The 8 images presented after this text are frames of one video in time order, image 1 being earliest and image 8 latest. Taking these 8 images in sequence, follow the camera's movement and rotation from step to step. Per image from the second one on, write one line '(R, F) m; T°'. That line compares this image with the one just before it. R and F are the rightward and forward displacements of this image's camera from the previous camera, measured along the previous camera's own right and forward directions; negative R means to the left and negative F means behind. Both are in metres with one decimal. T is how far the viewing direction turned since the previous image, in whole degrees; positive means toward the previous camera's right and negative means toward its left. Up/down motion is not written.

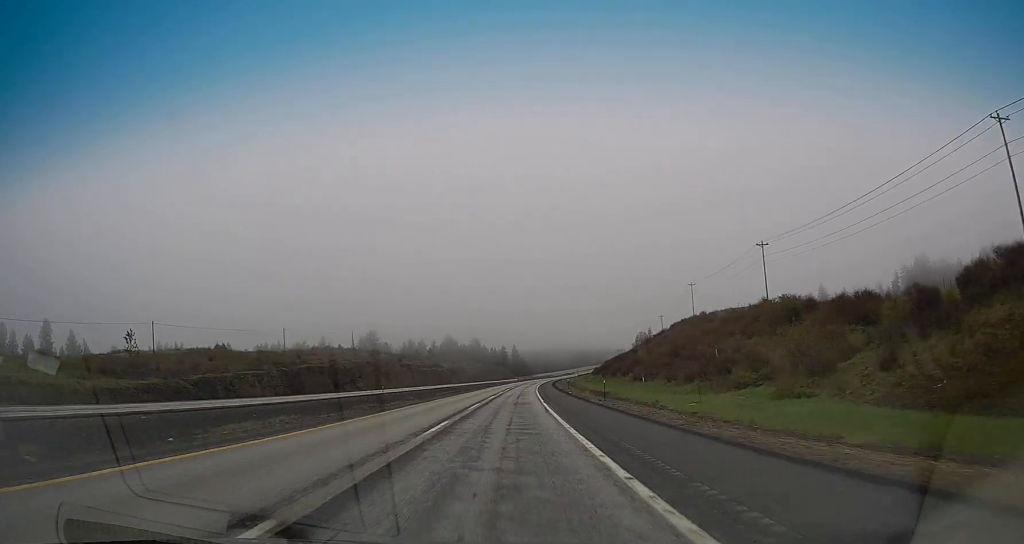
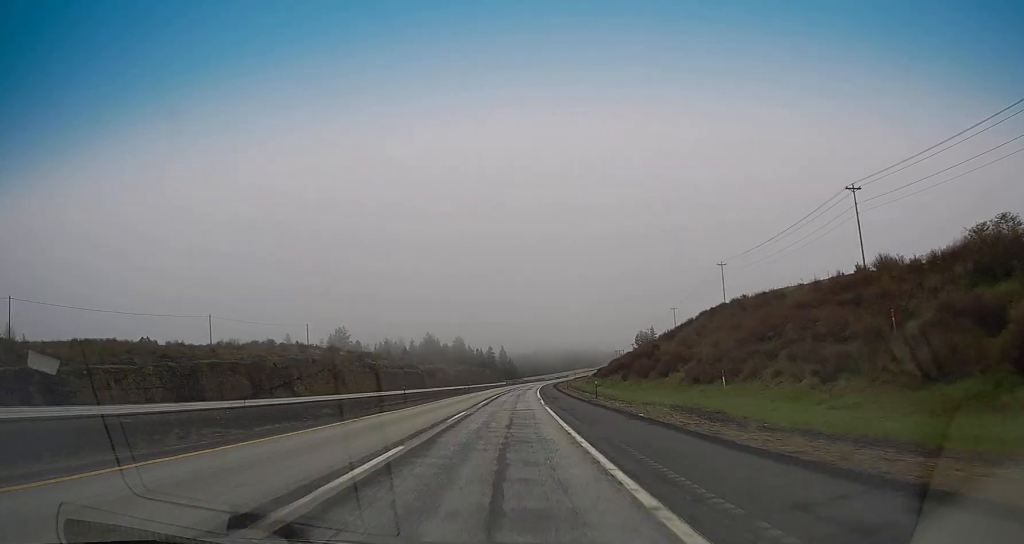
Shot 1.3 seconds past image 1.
(+0.2, +38.9) m; +1°
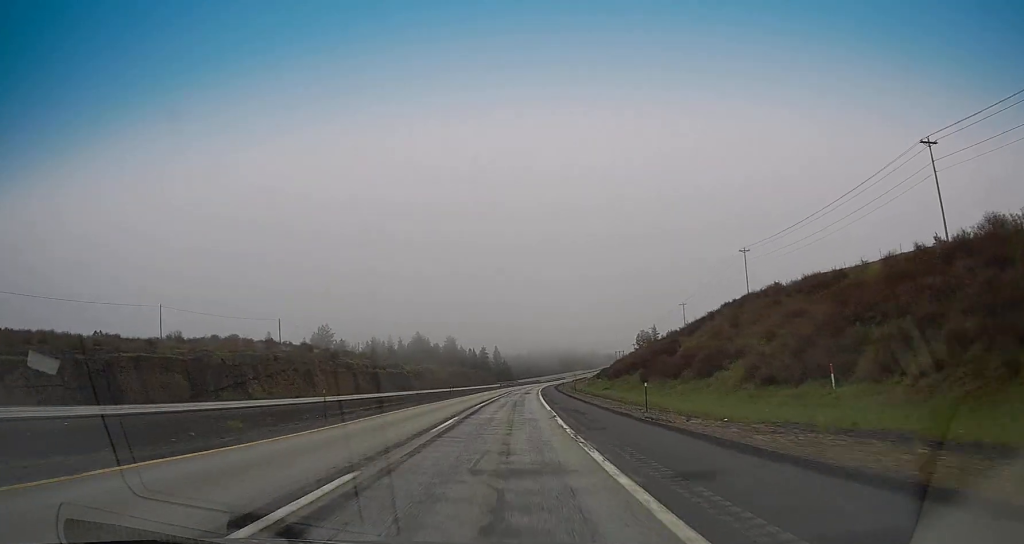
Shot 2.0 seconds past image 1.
(+0.3, +19.3) m; 0°
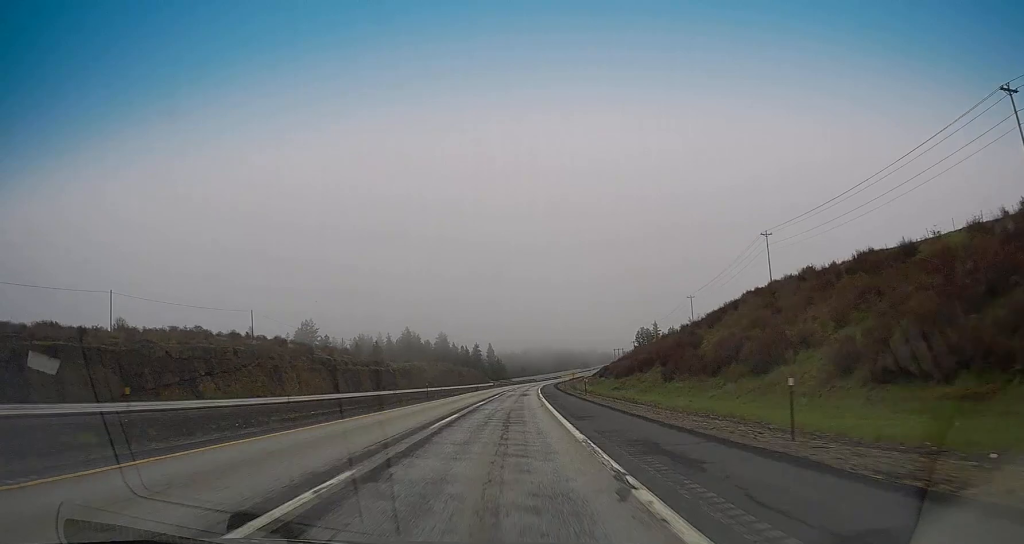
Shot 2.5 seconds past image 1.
(+0.2, +15.5) m; 0°
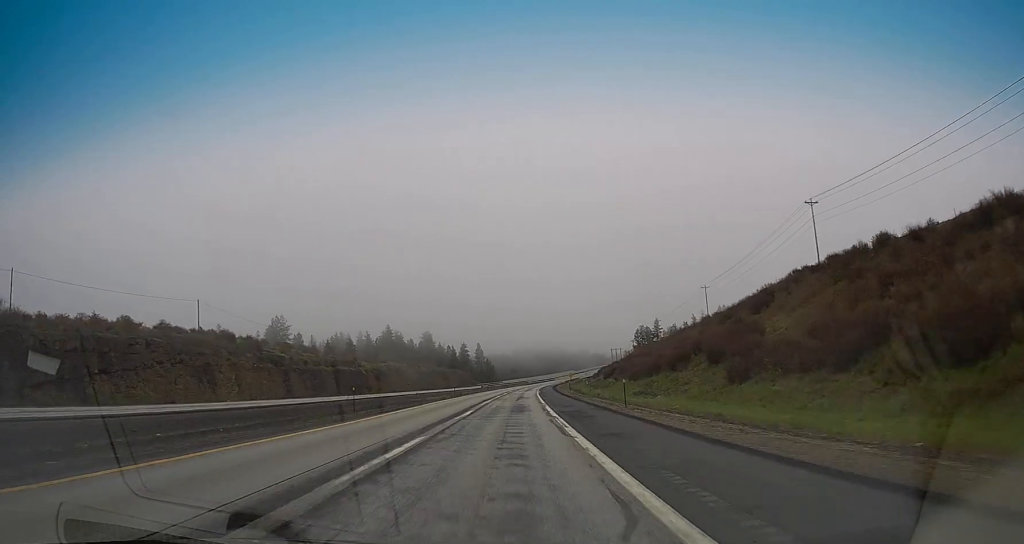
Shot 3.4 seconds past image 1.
(-0.3, +24.2) m; 0°
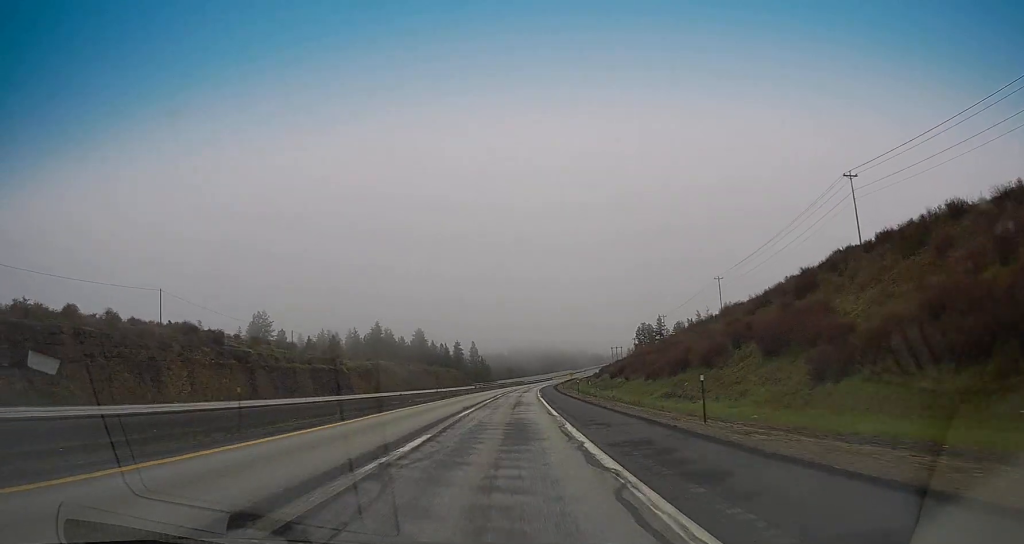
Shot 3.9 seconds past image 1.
(+0.1, +14.5) m; +1°
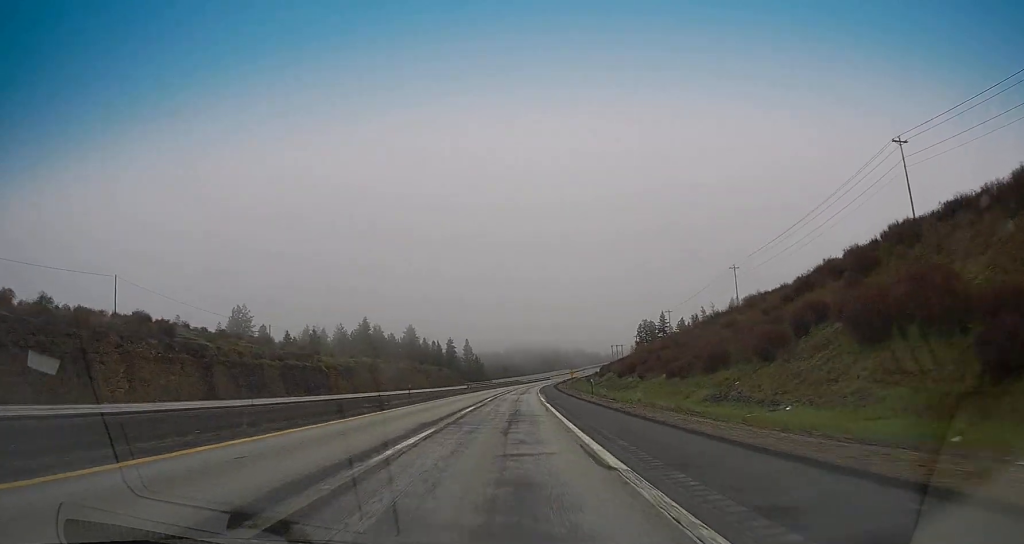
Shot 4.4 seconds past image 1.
(0.0, +14.5) m; +1°
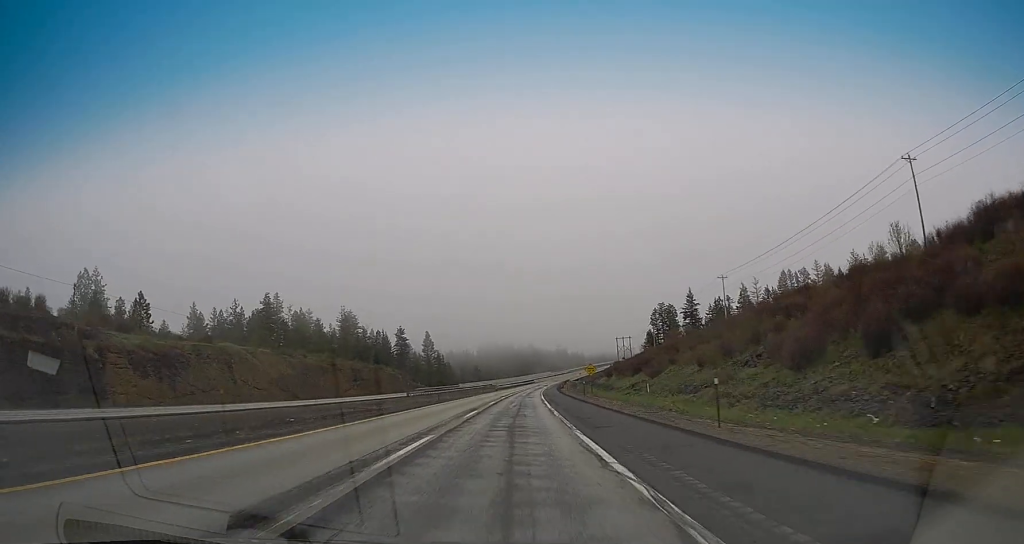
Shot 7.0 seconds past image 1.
(+1.9, +76.5) m; +3°
